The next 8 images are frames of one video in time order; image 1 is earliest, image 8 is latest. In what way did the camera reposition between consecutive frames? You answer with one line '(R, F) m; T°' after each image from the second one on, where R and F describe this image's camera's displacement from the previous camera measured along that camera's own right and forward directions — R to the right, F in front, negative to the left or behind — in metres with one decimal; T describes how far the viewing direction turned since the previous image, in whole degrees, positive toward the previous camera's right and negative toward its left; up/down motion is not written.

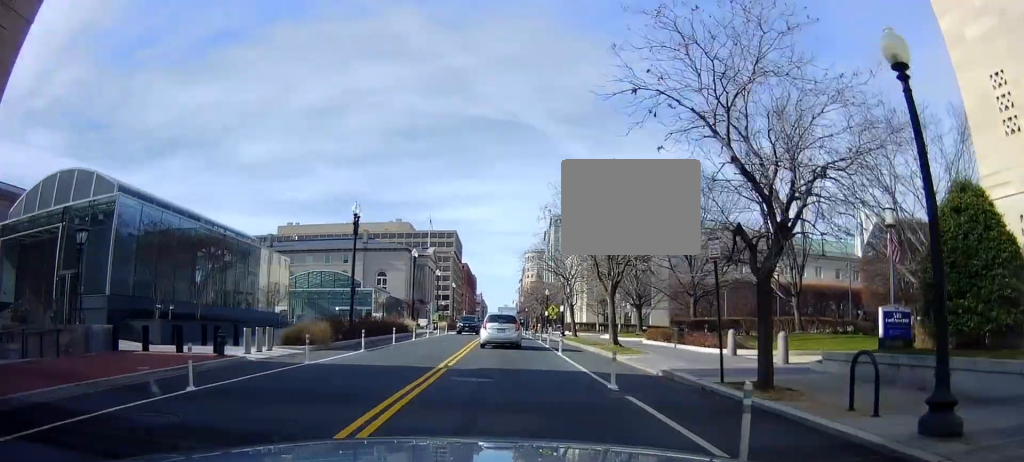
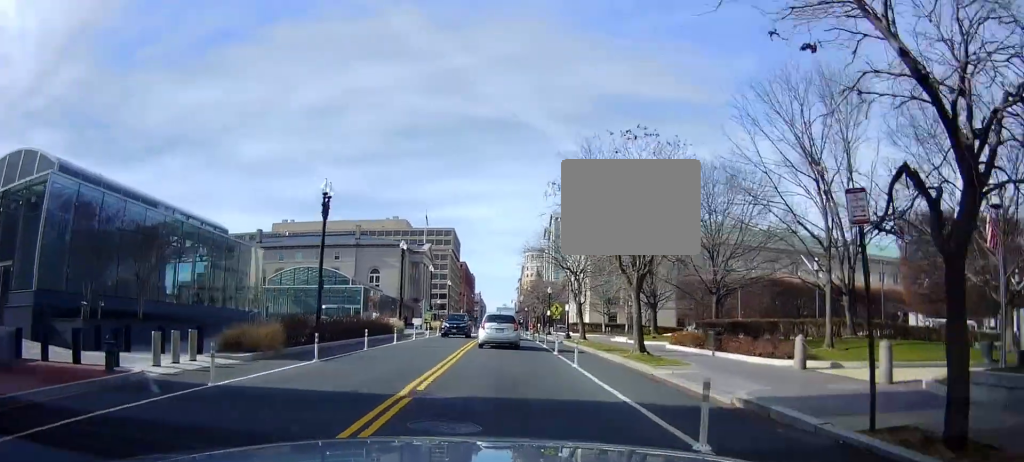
(+0.1, +5.4) m; +1°
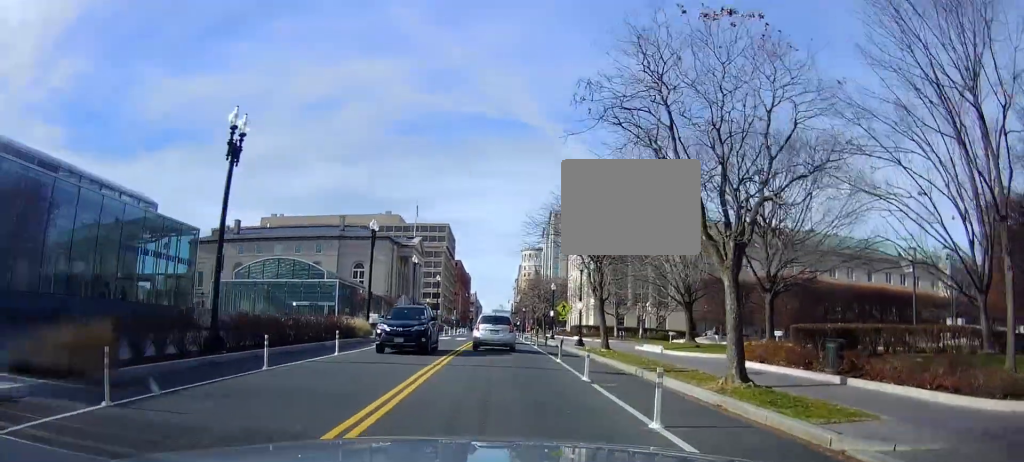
(+0.3, +9.4) m; +2°
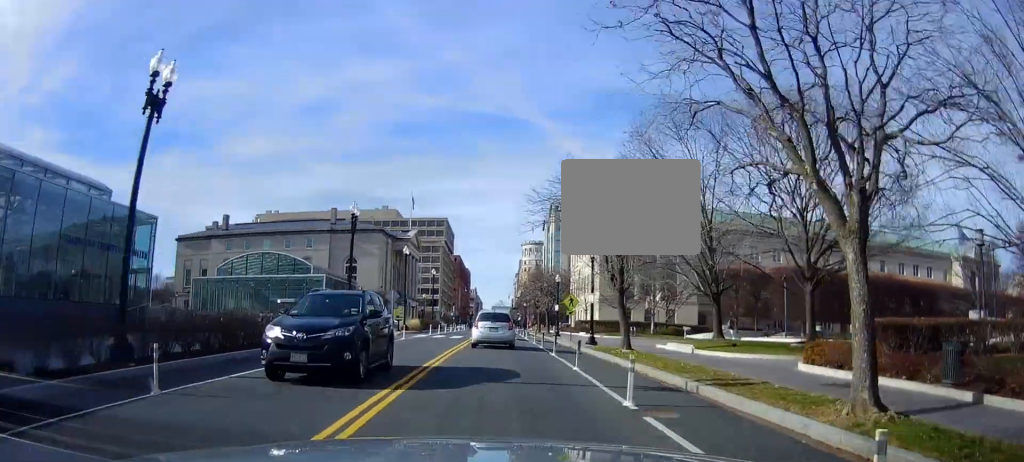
(0.0, +4.7) m; 0°
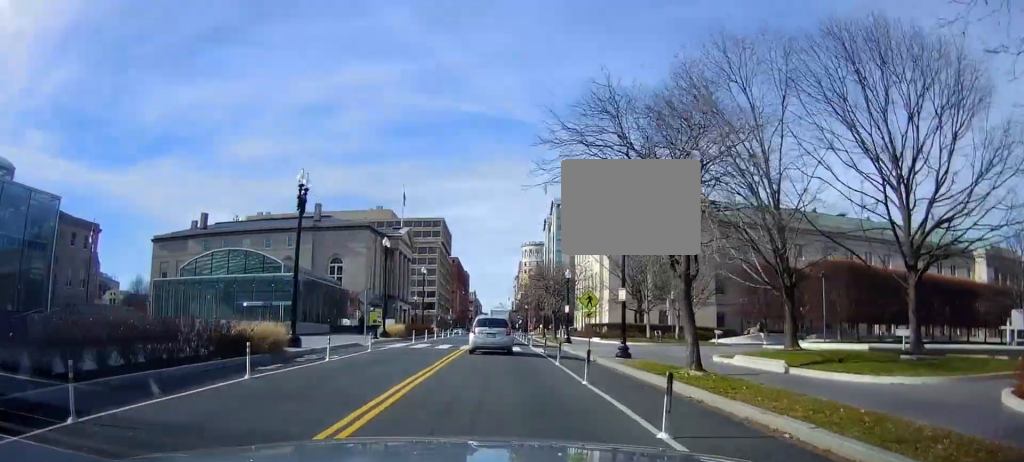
(0.0, +8.3) m; -3°
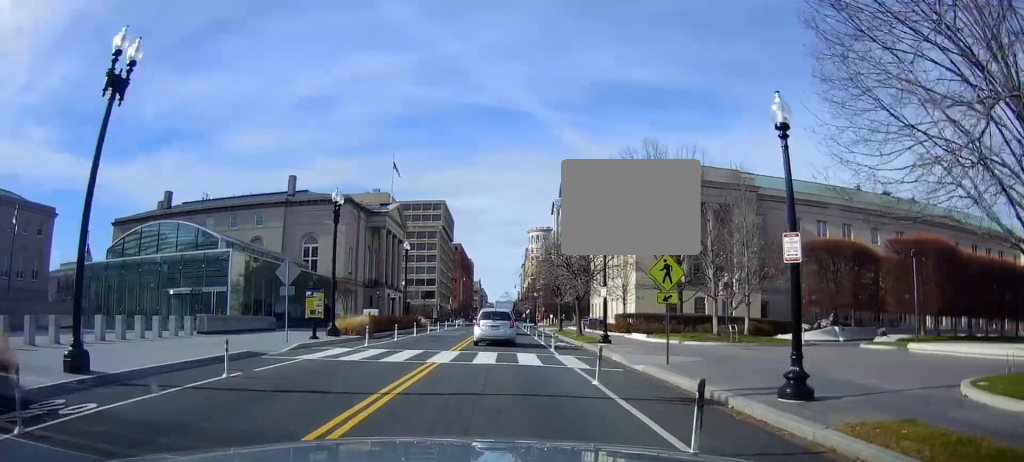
(-0.4, +13.7) m; +1°
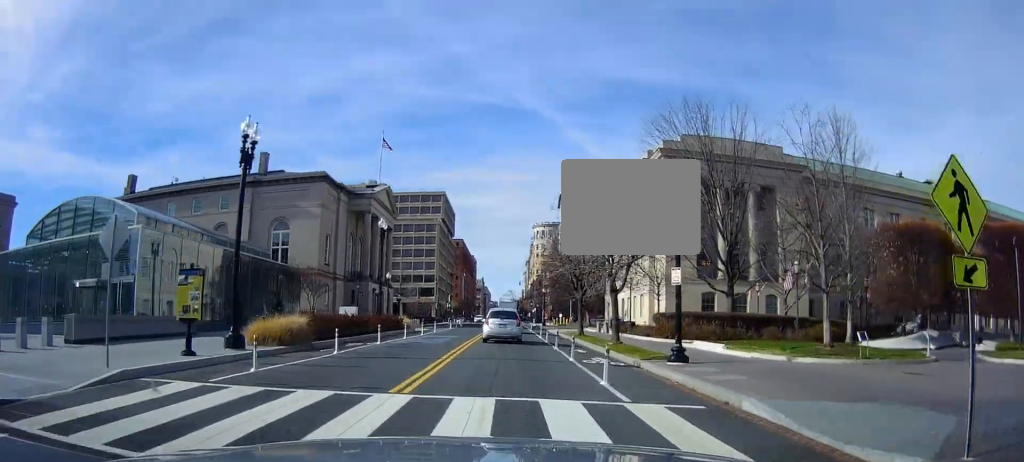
(+0.4, +11.2) m; +2°
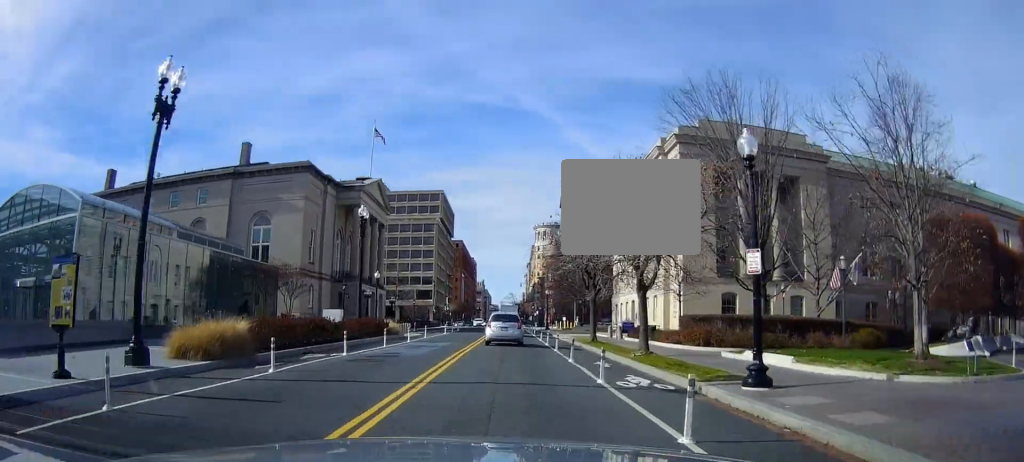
(0.0, +5.2) m; 0°
